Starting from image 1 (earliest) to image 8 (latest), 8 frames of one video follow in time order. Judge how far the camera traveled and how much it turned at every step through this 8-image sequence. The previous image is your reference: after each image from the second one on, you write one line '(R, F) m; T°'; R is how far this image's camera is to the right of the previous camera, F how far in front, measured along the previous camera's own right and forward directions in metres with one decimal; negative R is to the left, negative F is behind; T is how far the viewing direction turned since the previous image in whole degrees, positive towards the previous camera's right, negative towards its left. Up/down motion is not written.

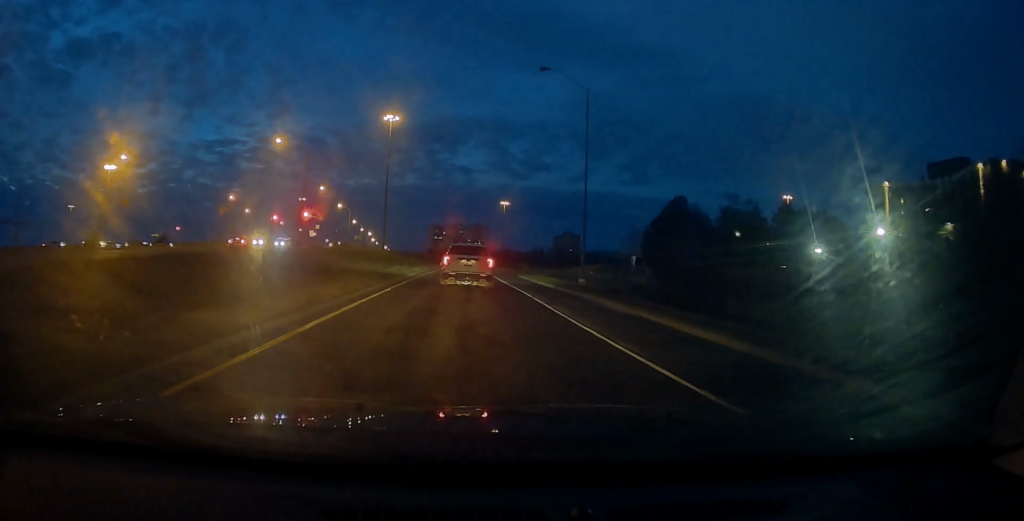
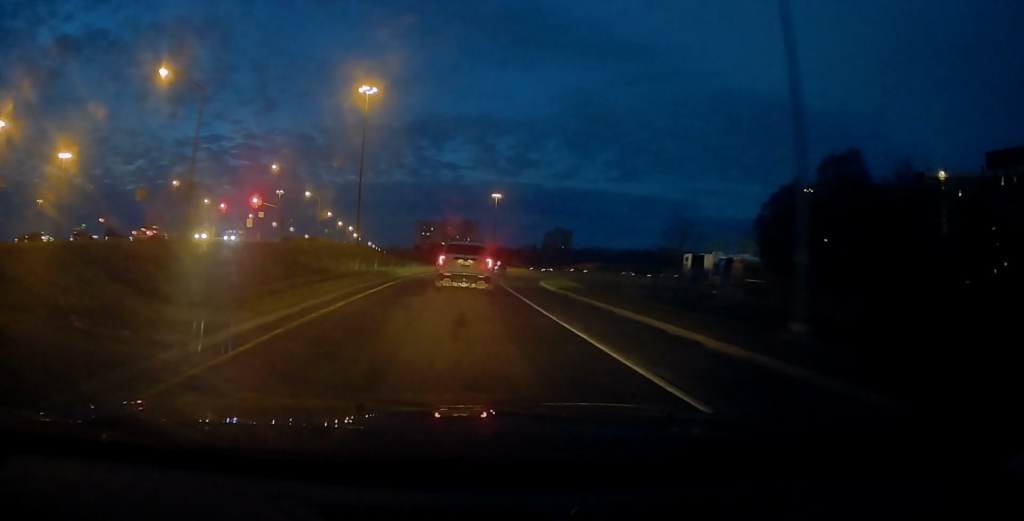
(+0.6, +23.6) m; +2°
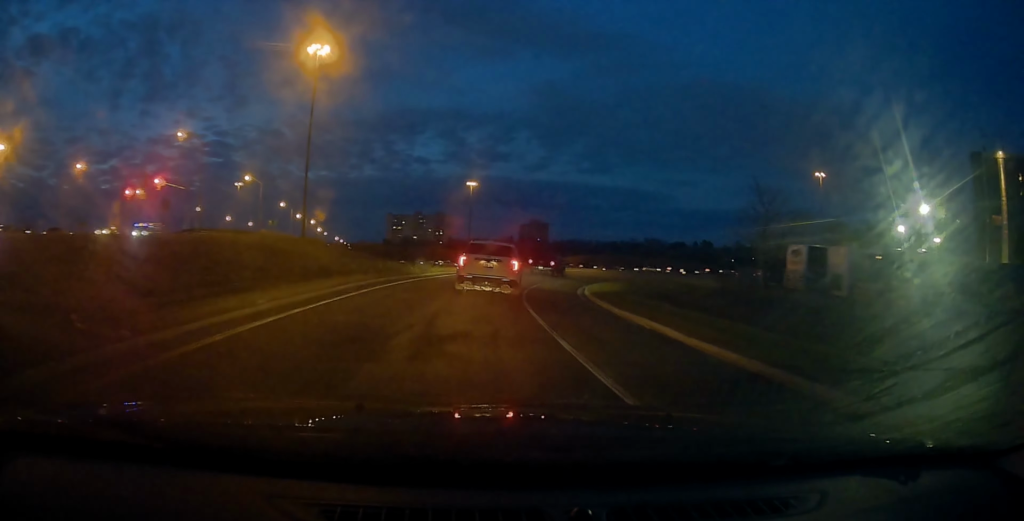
(+0.3, +24.7) m; +3°
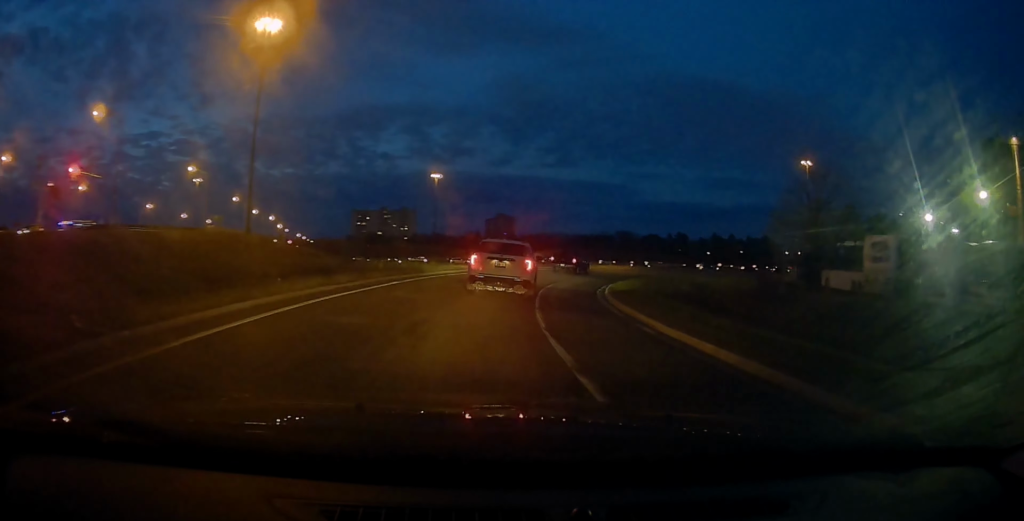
(+0.1, +11.5) m; +4°
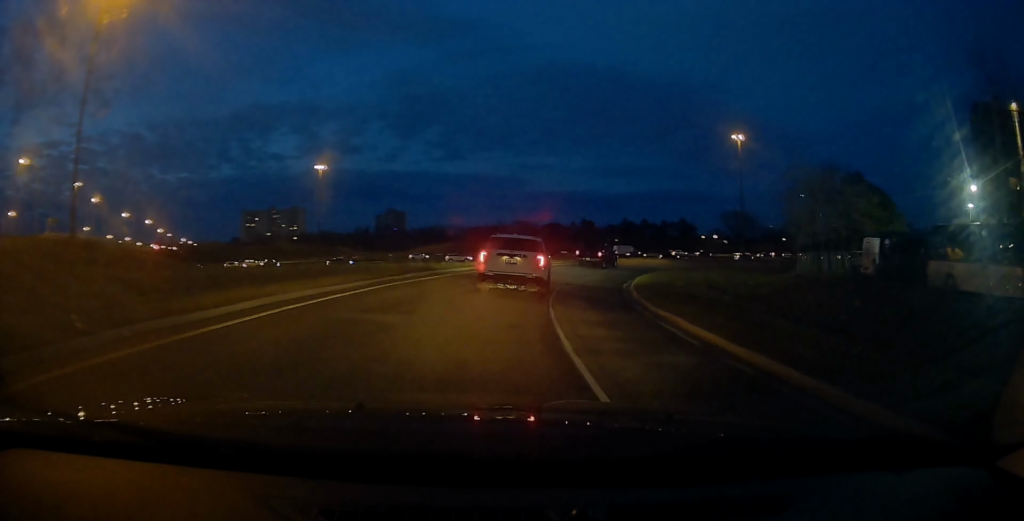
(+2.4, +22.1) m; +13°
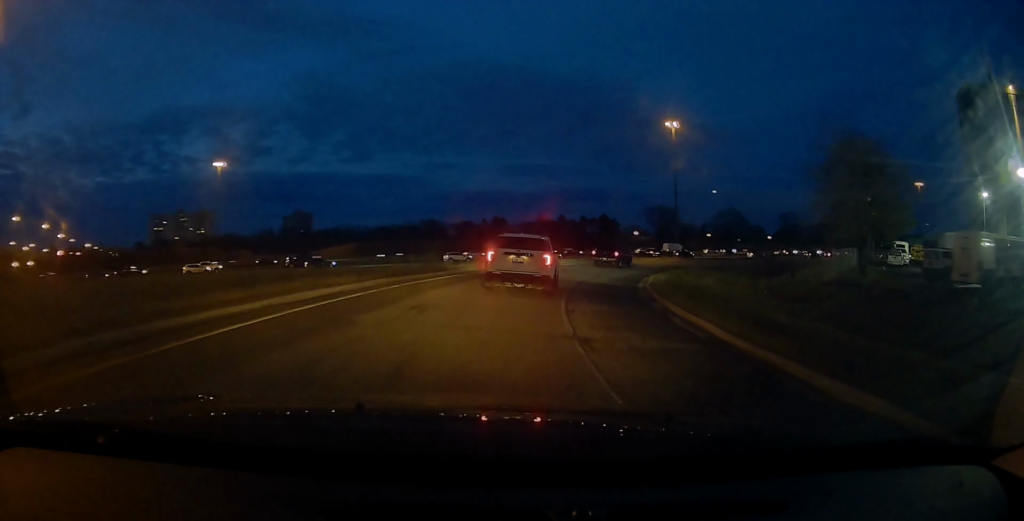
(+1.4, +16.2) m; +9°
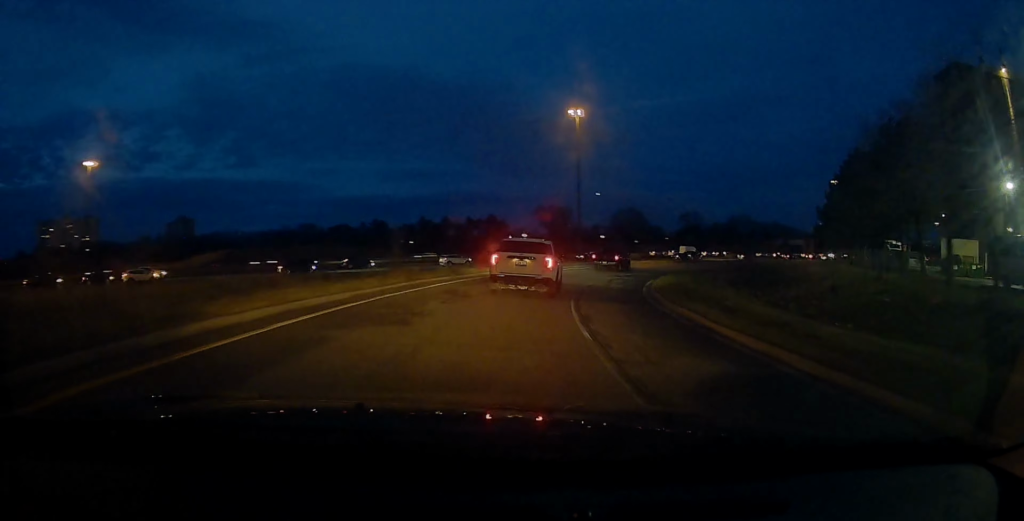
(+1.6, +18.0) m; +12°
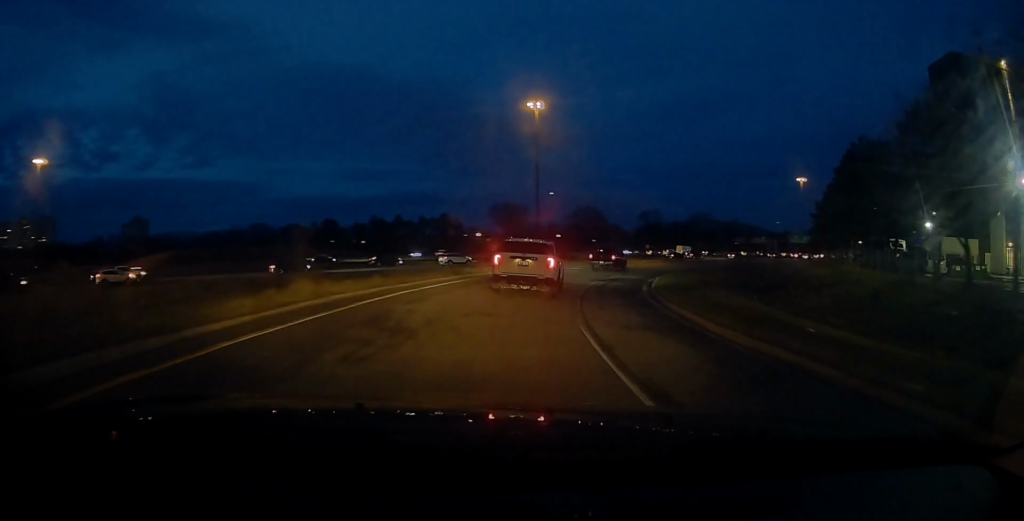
(+0.1, +6.9) m; +5°
